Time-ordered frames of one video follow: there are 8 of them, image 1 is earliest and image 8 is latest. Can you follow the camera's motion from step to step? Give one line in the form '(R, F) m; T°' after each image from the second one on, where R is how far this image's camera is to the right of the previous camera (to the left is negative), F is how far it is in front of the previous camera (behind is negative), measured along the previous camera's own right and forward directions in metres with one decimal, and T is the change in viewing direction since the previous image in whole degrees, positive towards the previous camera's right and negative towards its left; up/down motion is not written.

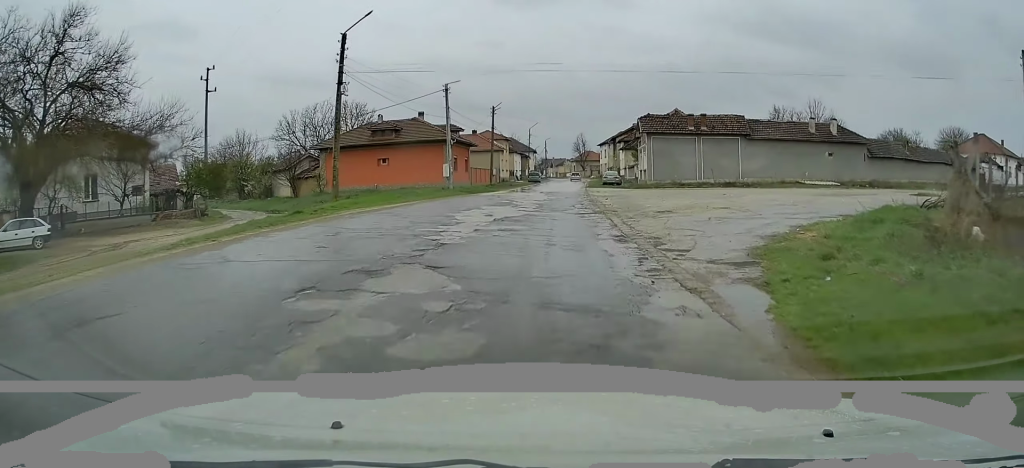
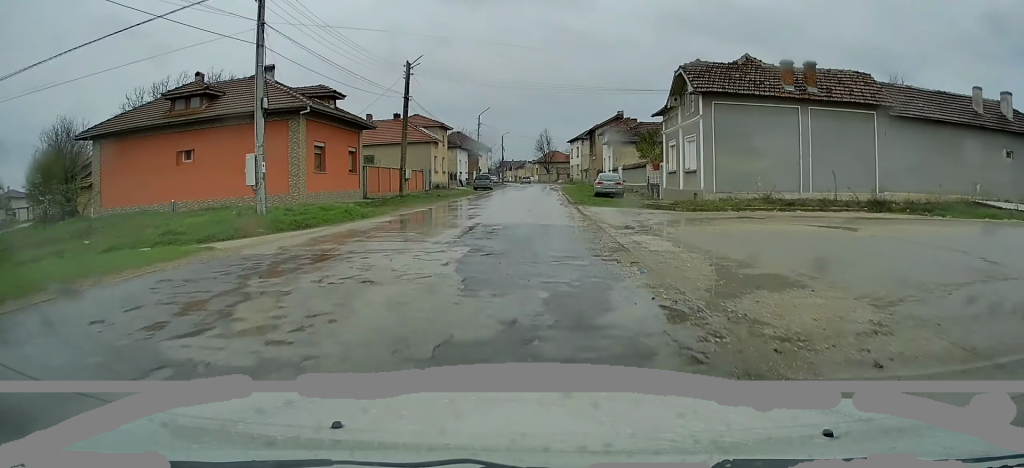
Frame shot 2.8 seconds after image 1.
(+0.2, +27.6) m; +1°
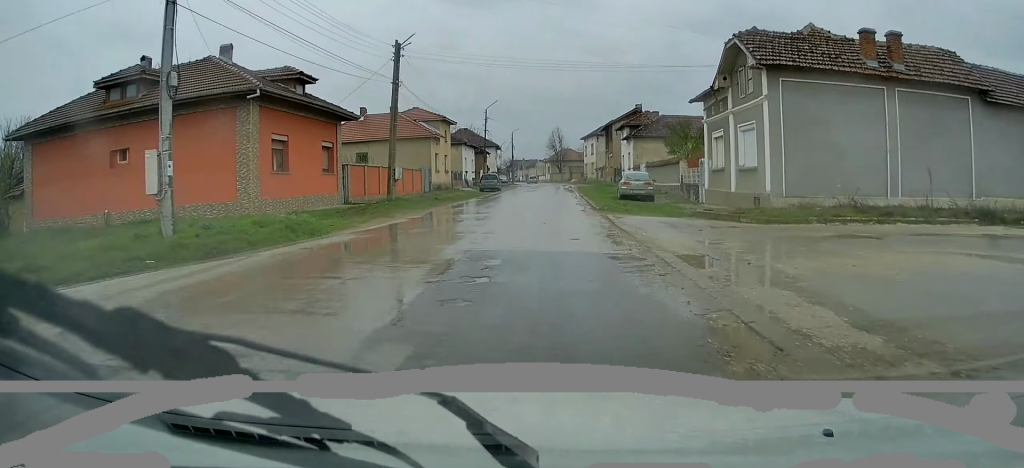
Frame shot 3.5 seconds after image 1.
(0.0, +6.0) m; +1°
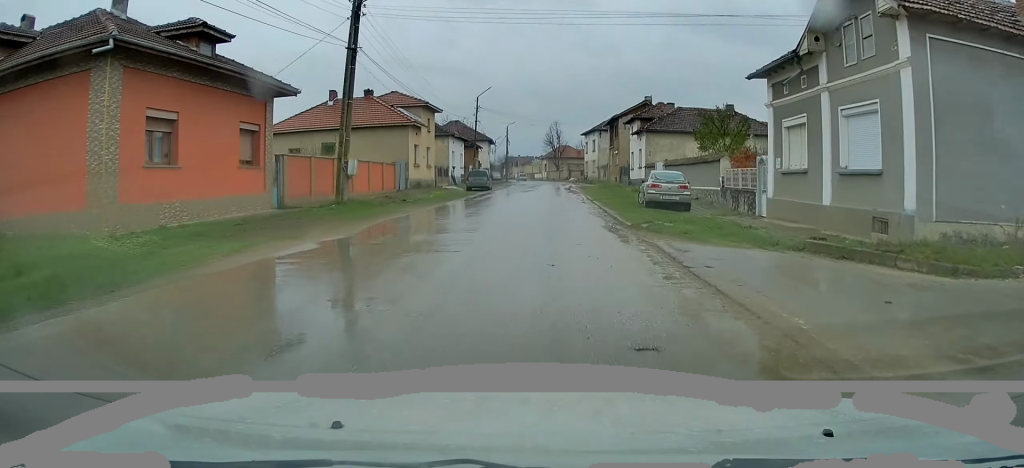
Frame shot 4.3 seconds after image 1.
(+0.2, +8.0) m; +1°
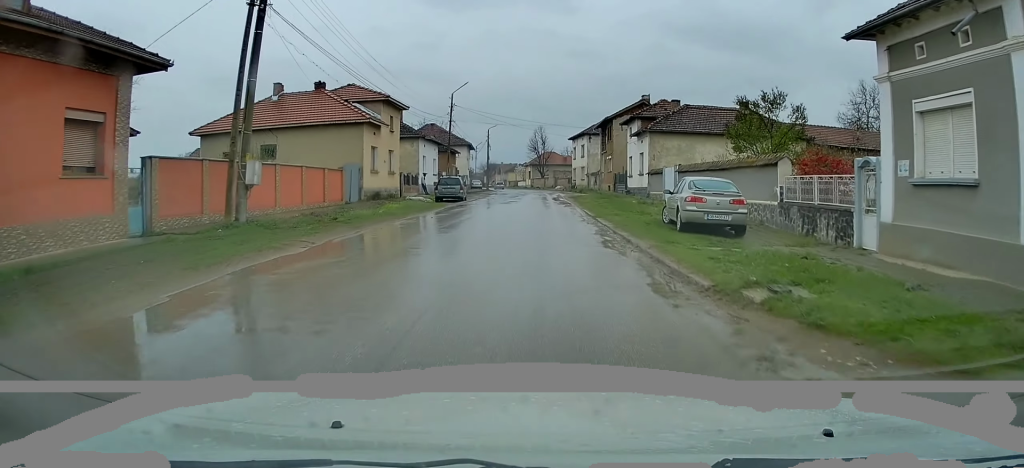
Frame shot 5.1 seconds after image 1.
(0.0, +8.0) m; 0°
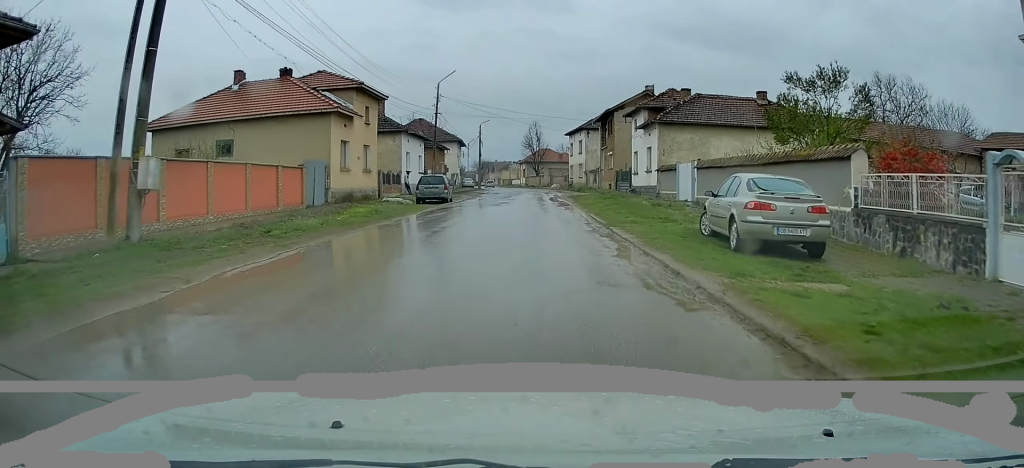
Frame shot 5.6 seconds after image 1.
(0.0, +4.8) m; -1°
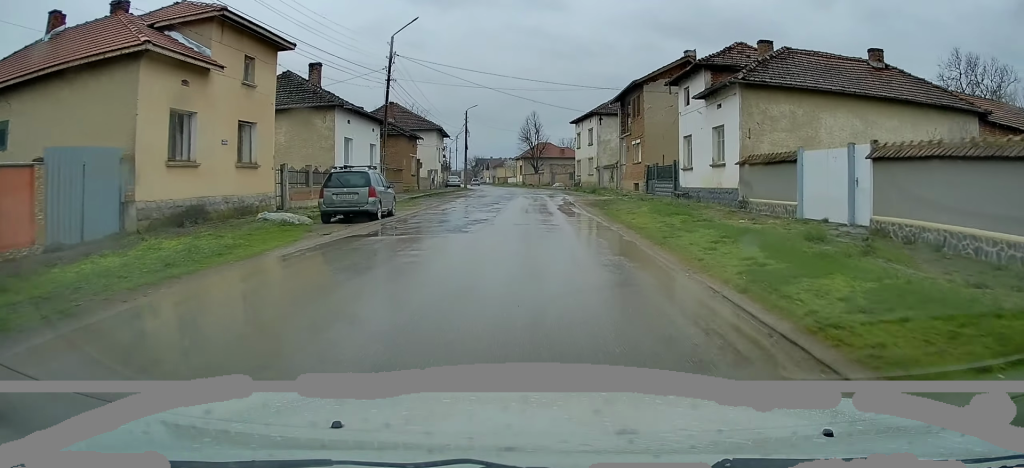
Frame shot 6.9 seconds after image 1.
(0.0, +15.5) m; +1°
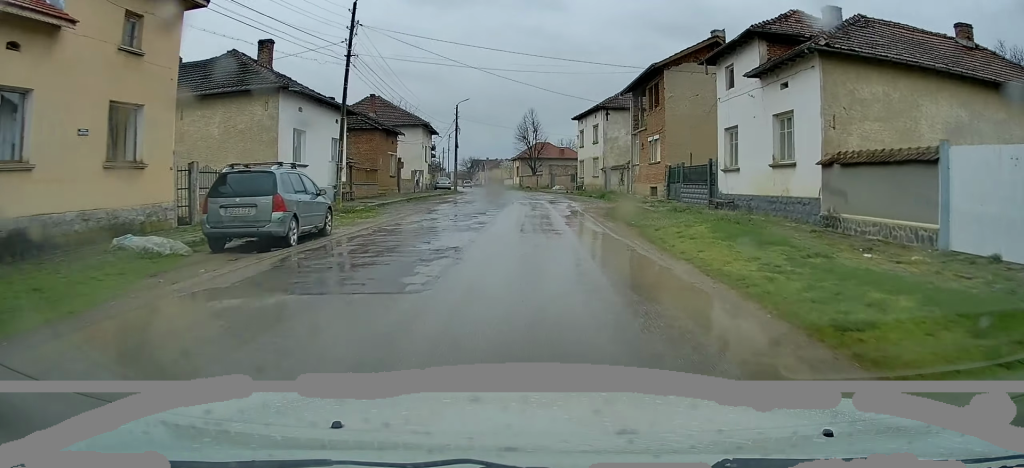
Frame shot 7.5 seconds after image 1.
(+0.1, +6.7) m; +1°
